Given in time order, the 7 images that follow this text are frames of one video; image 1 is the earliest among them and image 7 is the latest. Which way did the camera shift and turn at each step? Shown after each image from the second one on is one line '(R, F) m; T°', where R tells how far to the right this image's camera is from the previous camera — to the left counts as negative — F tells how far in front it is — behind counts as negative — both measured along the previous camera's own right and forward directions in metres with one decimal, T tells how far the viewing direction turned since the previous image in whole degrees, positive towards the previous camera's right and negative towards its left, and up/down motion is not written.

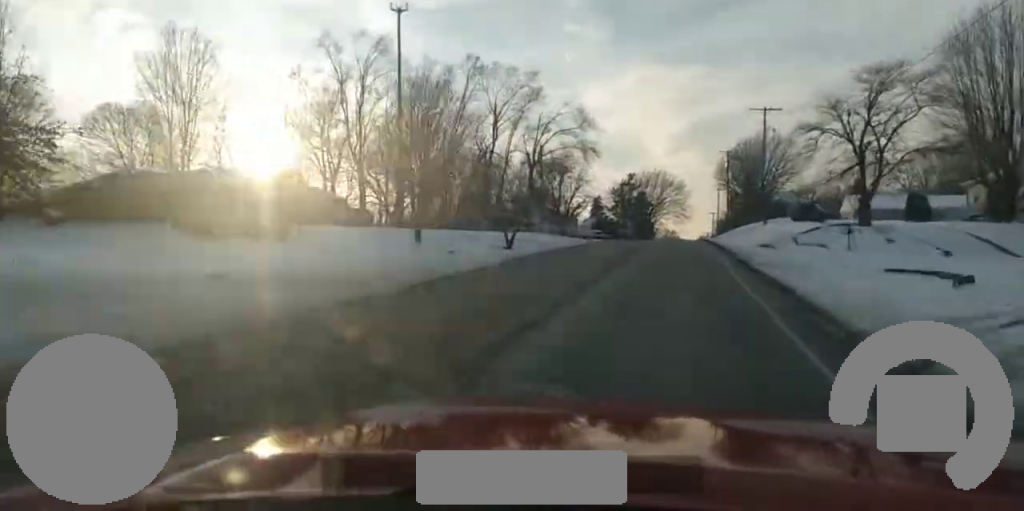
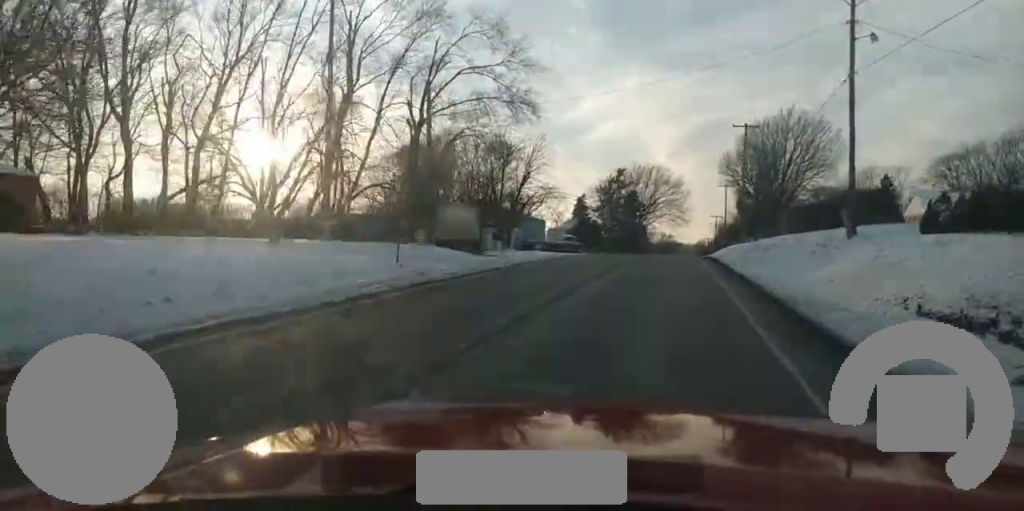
(+0.3, +32.0) m; +1°
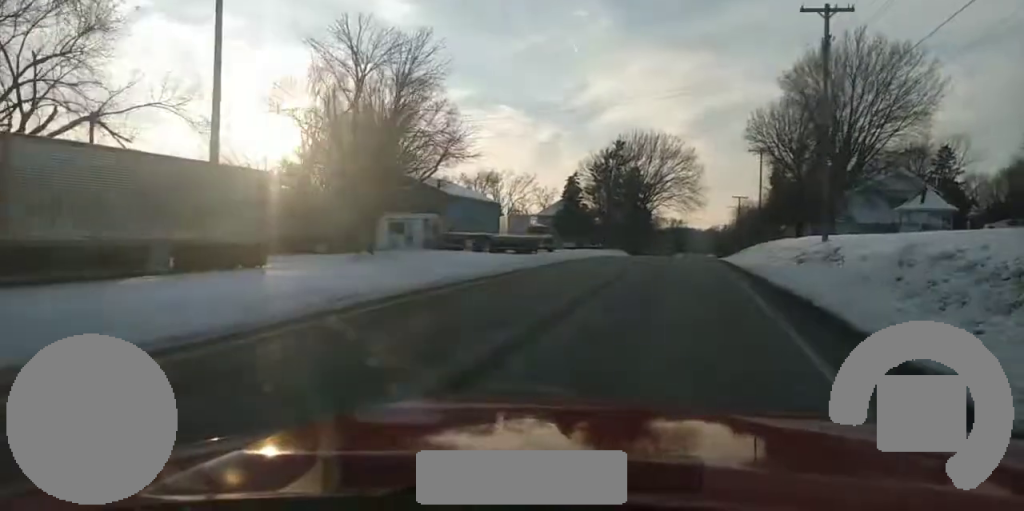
(+0.4, +36.4) m; +1°
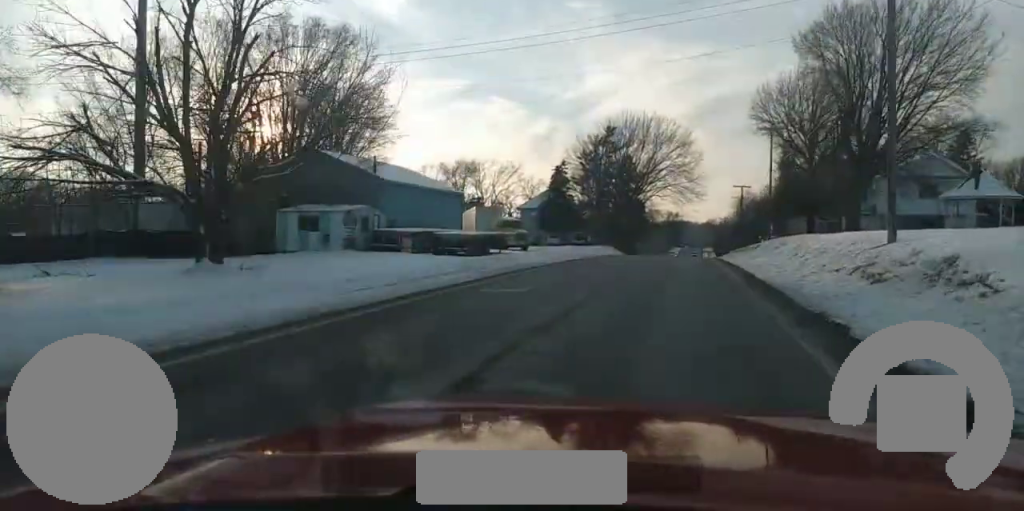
(0.0, +12.8) m; 0°
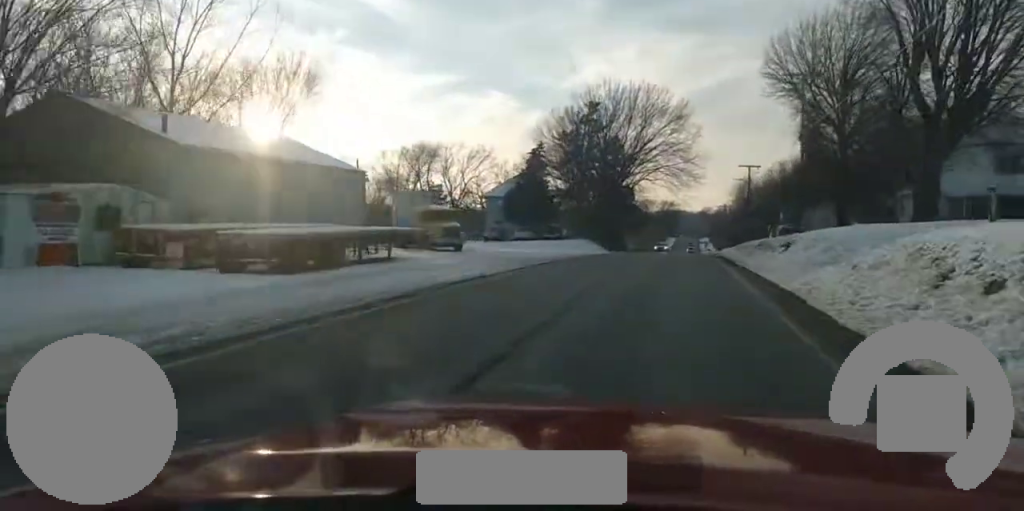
(0.0, +21.0) m; 0°
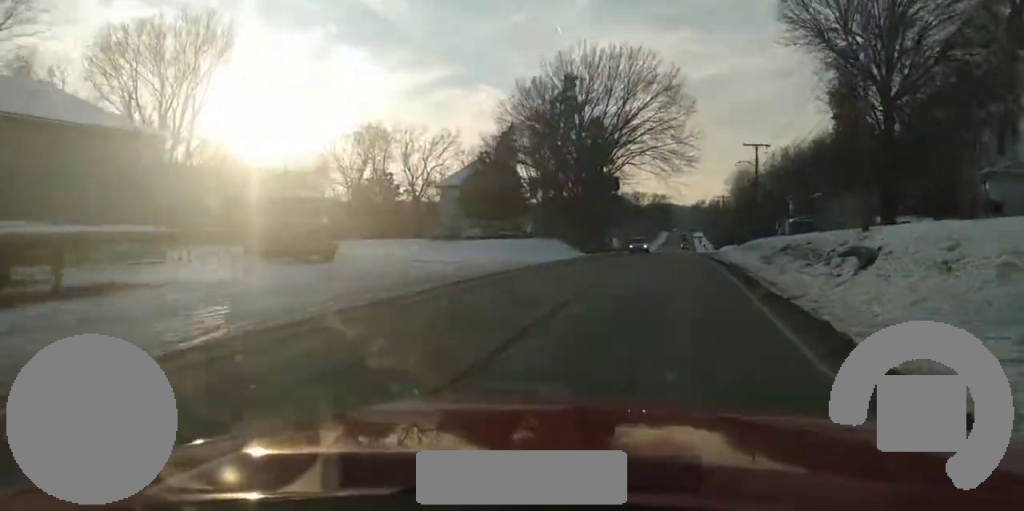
(0.0, +19.1) m; 0°
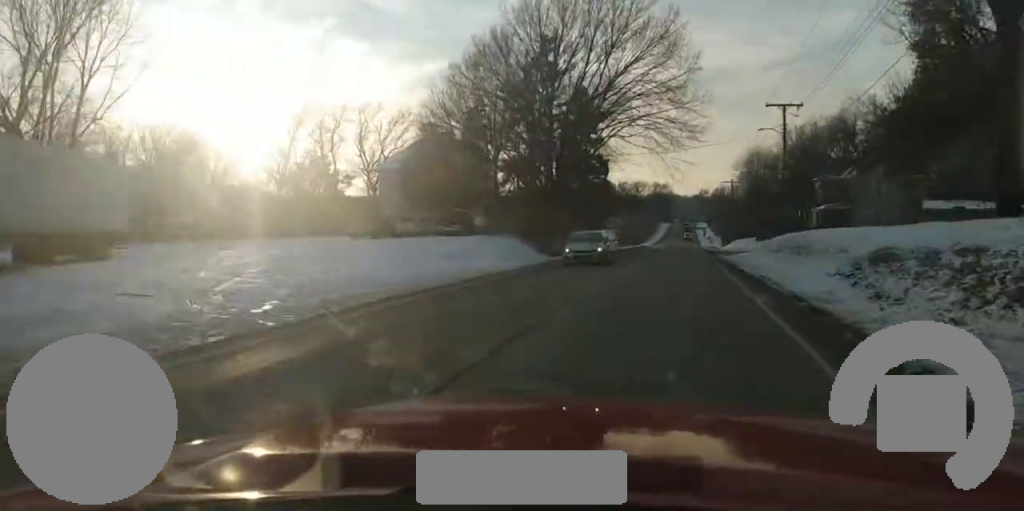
(0.0, +19.7) m; 0°
